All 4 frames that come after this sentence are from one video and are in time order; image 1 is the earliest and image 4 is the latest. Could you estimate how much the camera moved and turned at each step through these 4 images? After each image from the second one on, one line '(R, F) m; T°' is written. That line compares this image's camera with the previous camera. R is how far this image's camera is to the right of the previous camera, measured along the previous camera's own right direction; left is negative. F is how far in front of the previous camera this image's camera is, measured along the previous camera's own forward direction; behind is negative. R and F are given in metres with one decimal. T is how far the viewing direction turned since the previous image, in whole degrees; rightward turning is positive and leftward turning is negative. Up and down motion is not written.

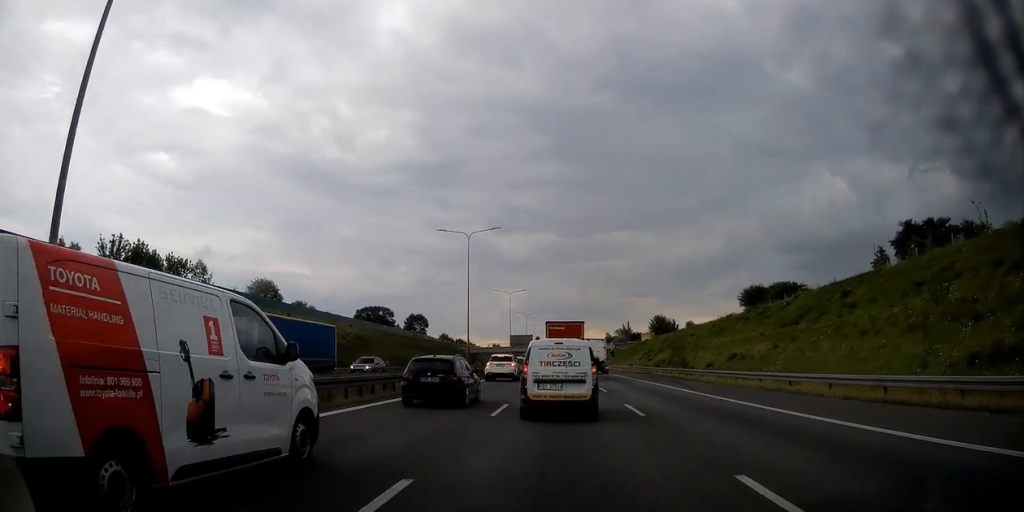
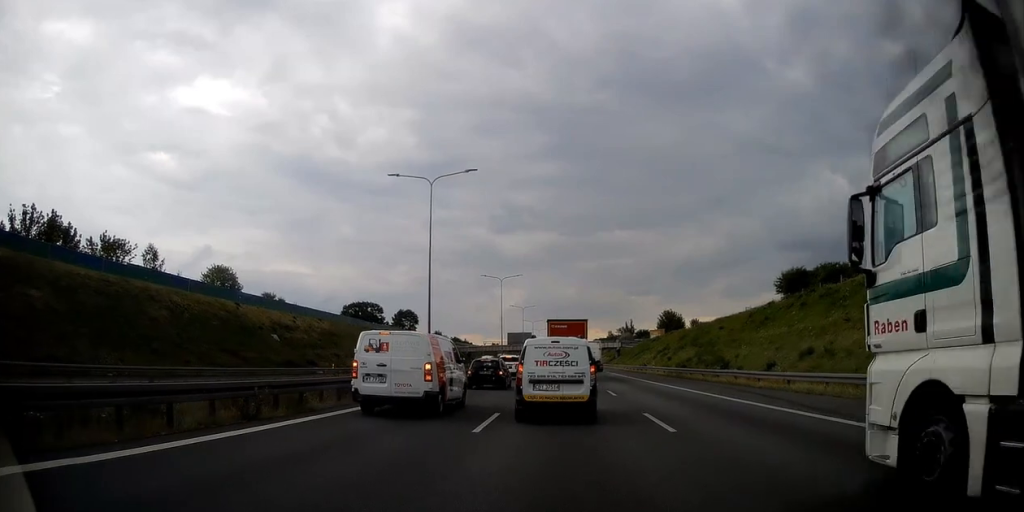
(+0.5, +14.8) m; +1°
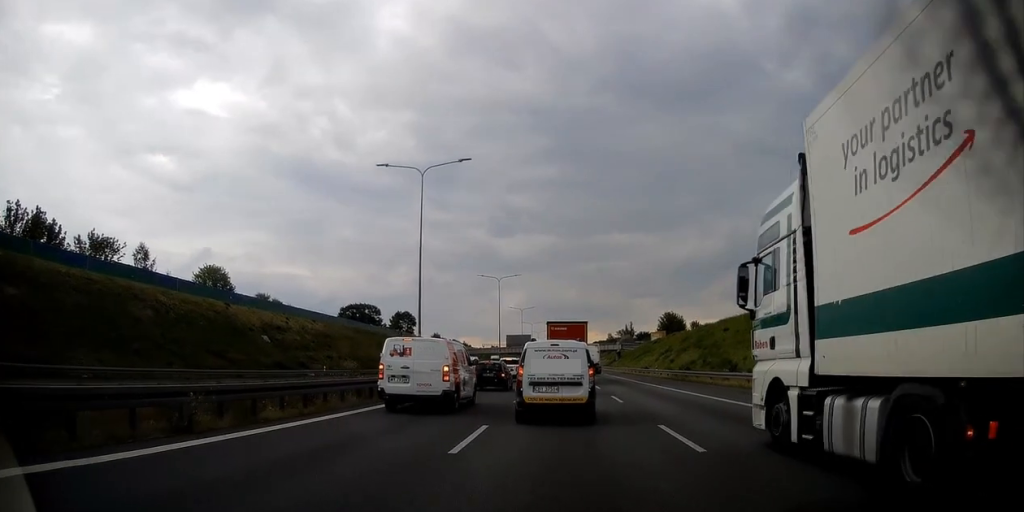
(-0.2, +2.6) m; 0°
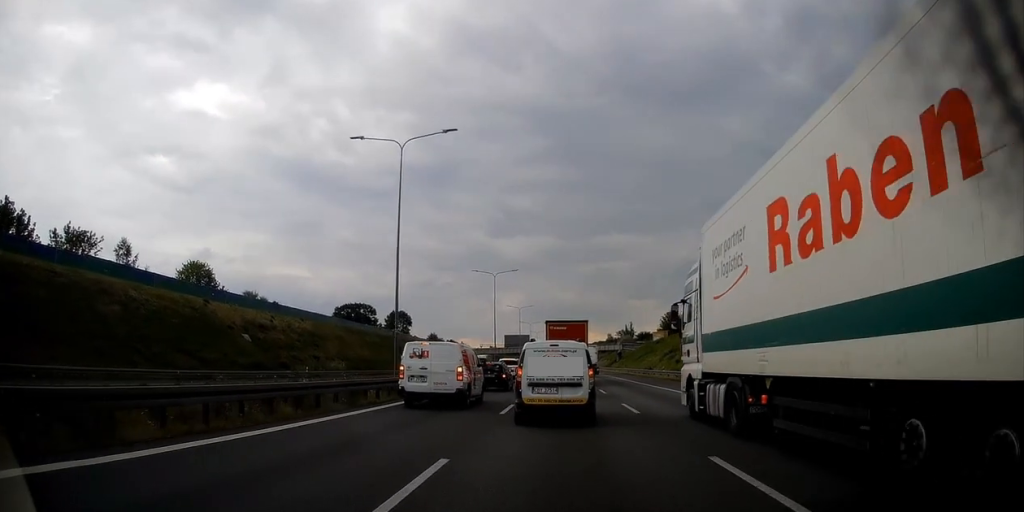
(+0.3, +4.3) m; -1°
